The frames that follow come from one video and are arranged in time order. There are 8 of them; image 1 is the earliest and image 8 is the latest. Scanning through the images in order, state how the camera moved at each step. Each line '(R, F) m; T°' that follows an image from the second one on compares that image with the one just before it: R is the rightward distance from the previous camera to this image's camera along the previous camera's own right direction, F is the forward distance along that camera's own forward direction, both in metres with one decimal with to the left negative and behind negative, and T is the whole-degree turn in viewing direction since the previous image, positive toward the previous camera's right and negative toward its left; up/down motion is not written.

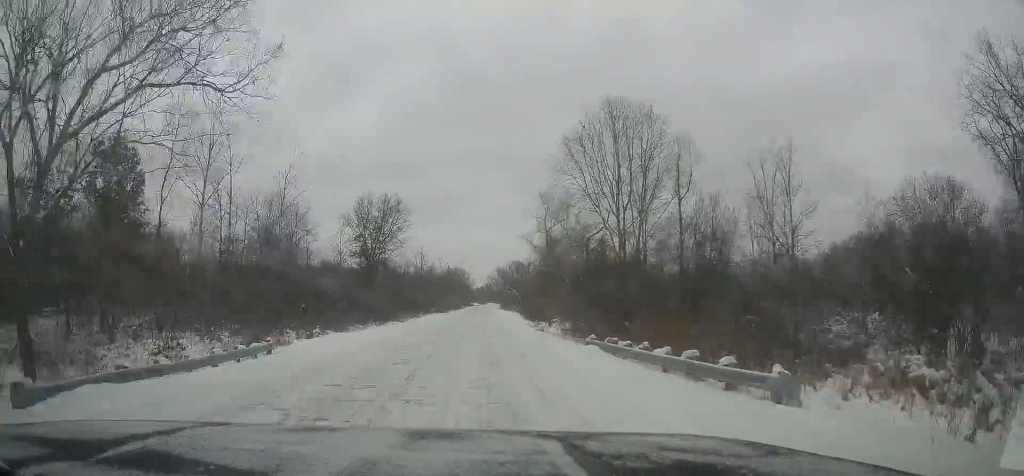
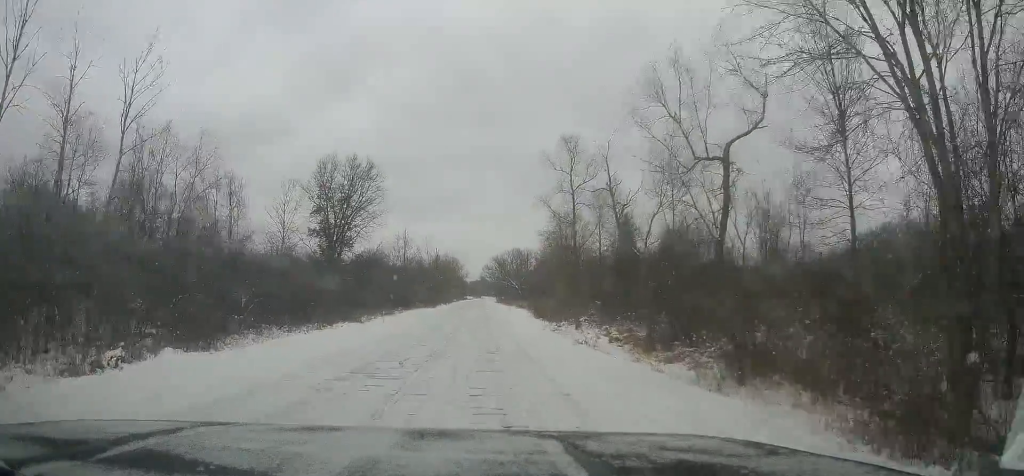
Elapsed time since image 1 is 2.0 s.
(0.0, +21.7) m; -1°
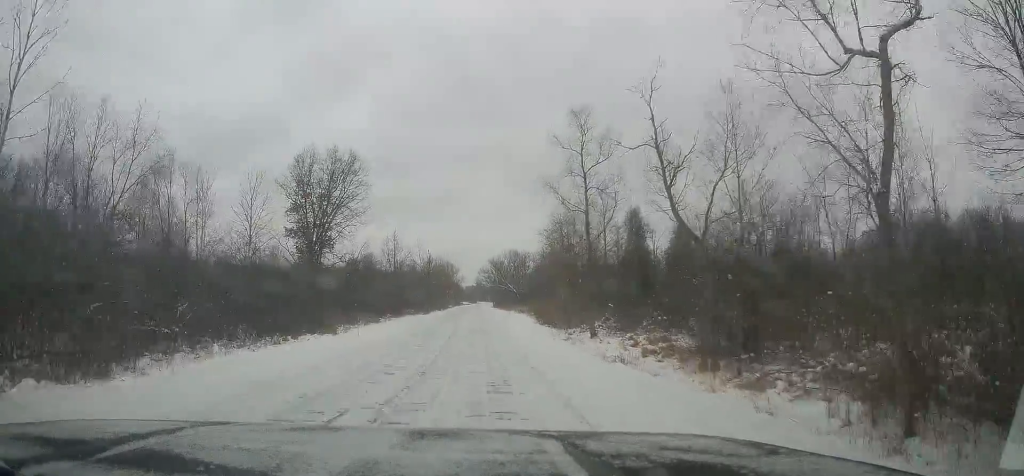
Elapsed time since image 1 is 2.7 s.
(+0.1, +7.4) m; -2°
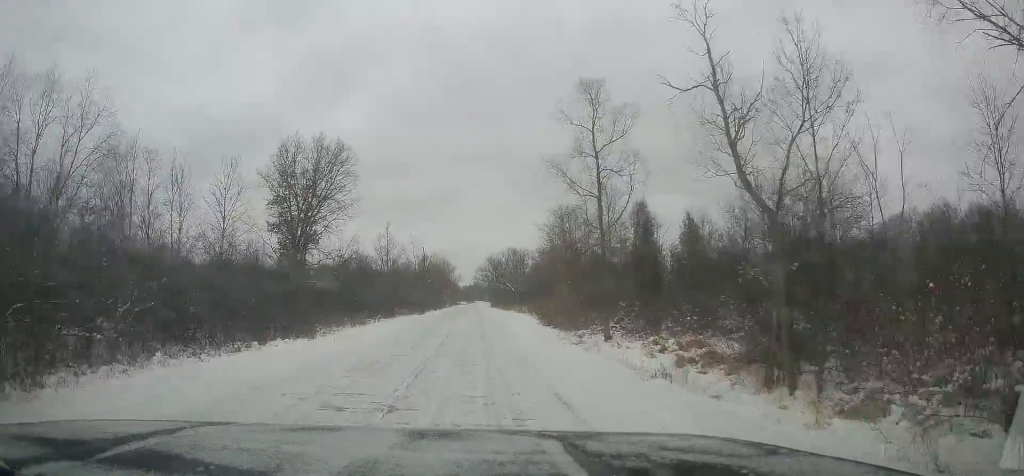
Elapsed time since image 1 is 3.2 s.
(-0.2, +5.0) m; 0°
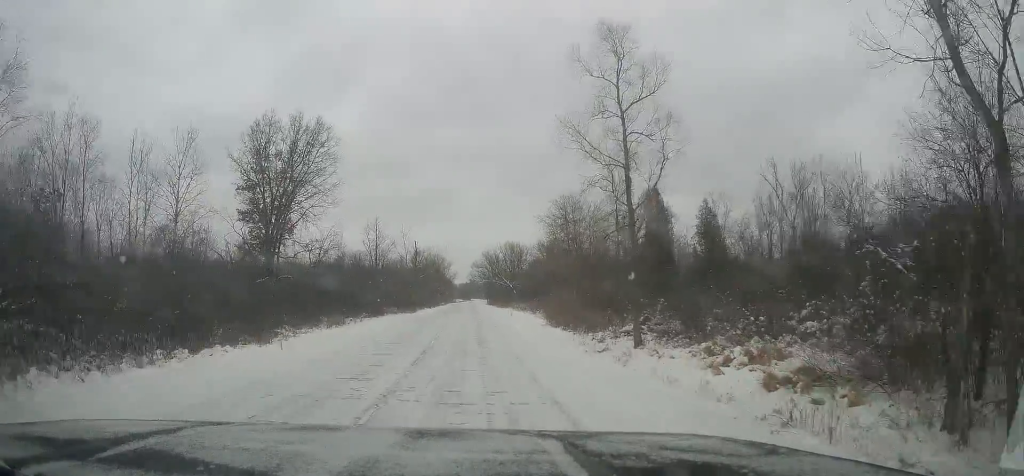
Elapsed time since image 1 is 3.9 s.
(-0.2, +7.1) m; +1°
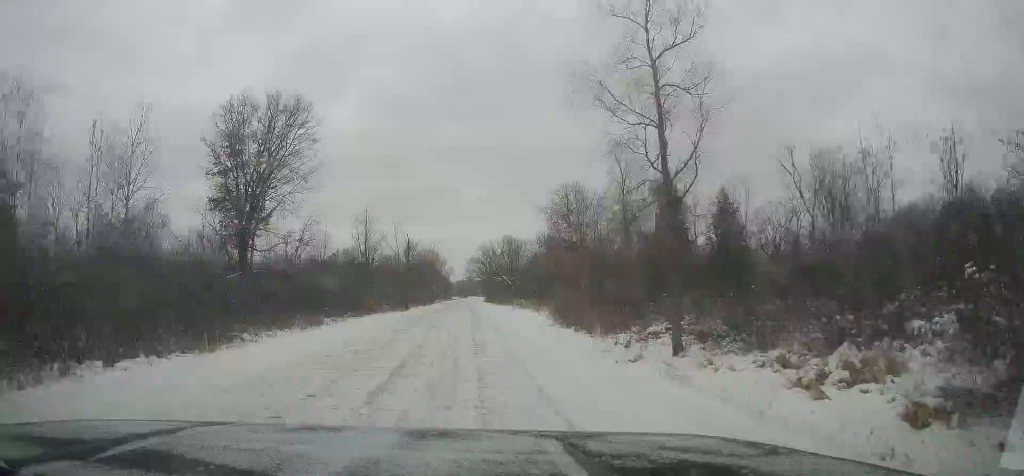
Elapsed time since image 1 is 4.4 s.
(+0.2, +5.6) m; +3°
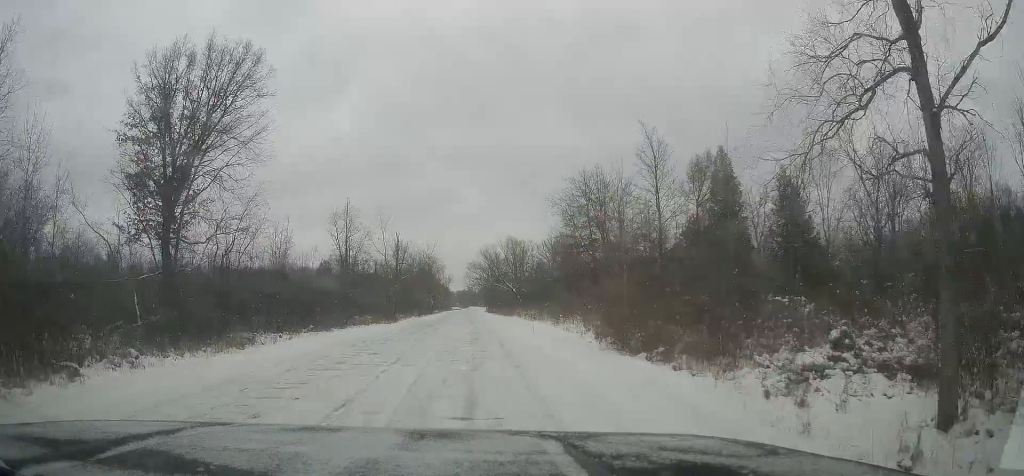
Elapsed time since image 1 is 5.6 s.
(+0.8, +13.2) m; +2°
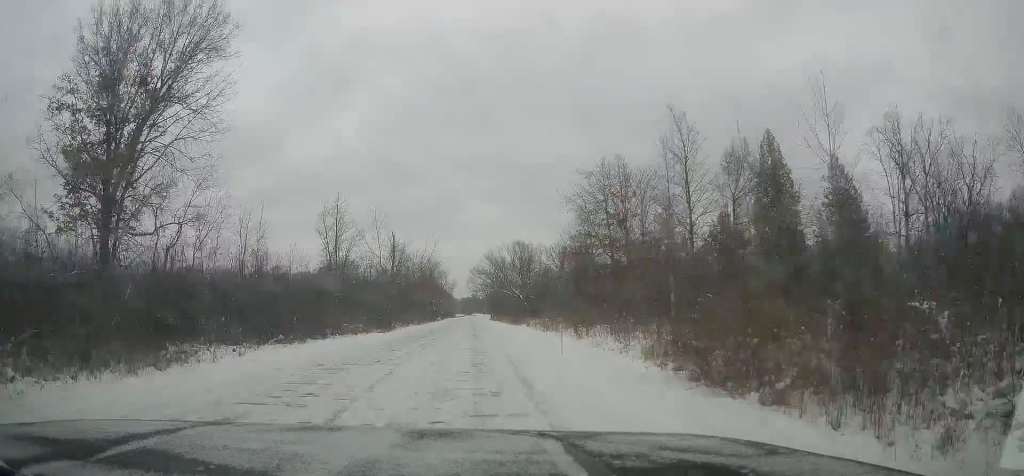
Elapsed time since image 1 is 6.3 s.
(-0.3, +7.5) m; -2°
